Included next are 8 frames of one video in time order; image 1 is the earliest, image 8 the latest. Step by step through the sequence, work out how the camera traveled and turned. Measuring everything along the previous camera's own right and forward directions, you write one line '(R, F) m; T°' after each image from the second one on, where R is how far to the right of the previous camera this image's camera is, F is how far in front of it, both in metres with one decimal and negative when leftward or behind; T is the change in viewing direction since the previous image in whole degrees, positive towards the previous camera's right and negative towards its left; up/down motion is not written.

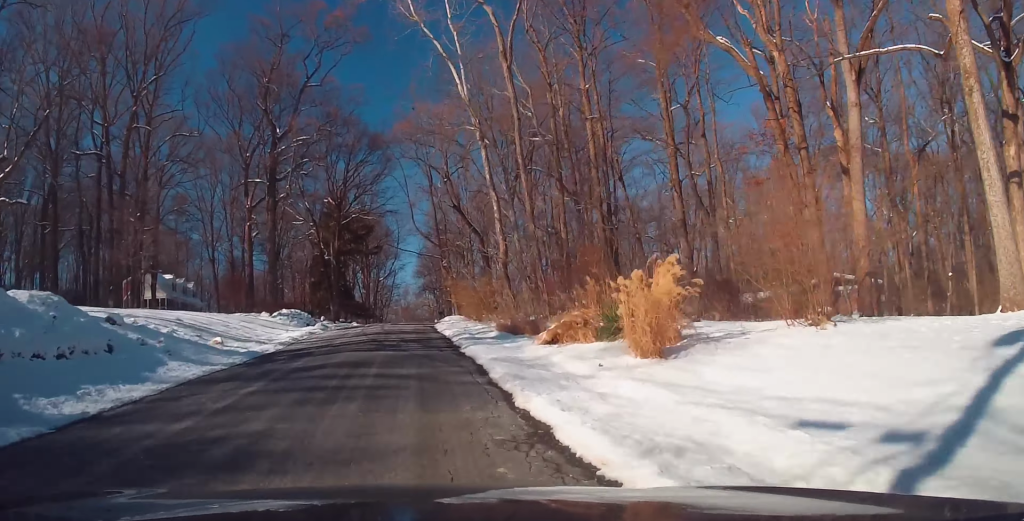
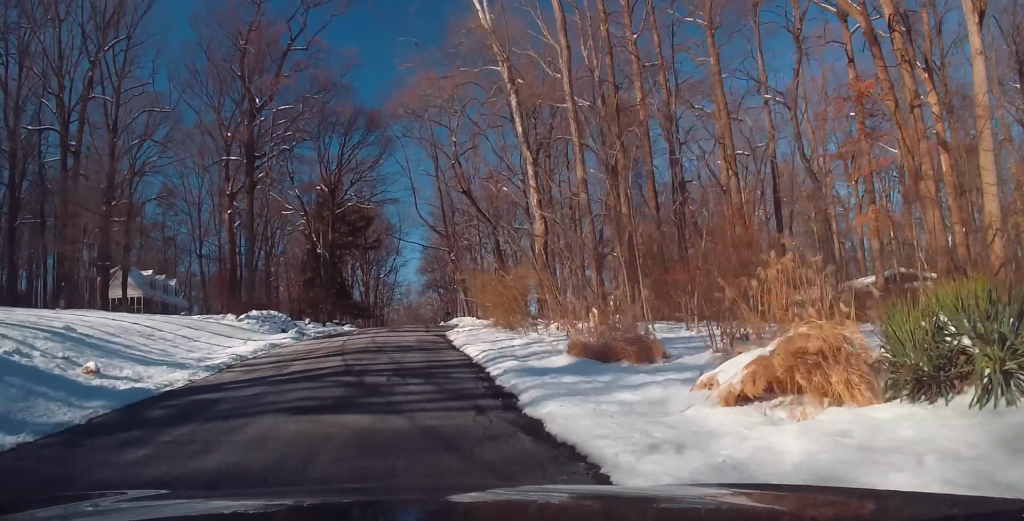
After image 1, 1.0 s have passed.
(-0.3, +9.7) m; -1°
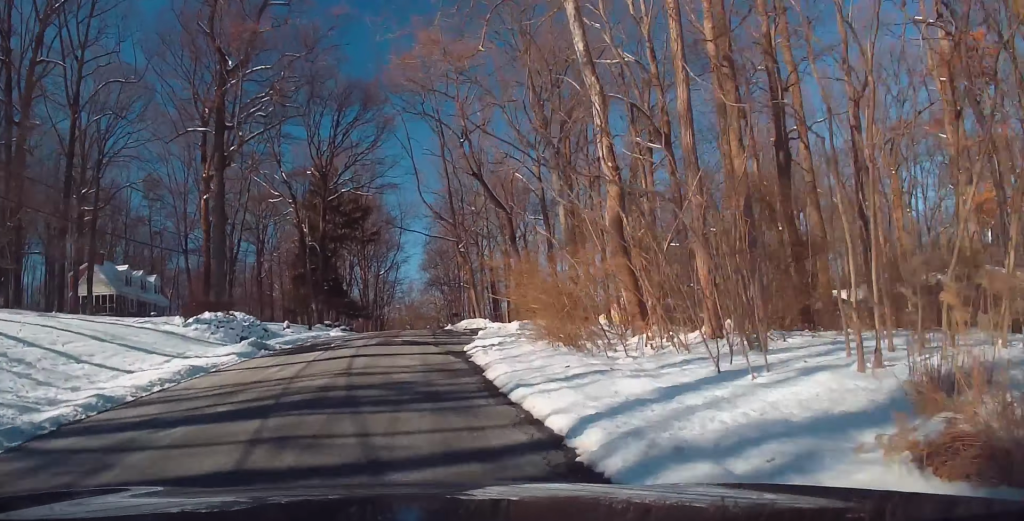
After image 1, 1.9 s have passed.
(-0.1, +9.0) m; -1°
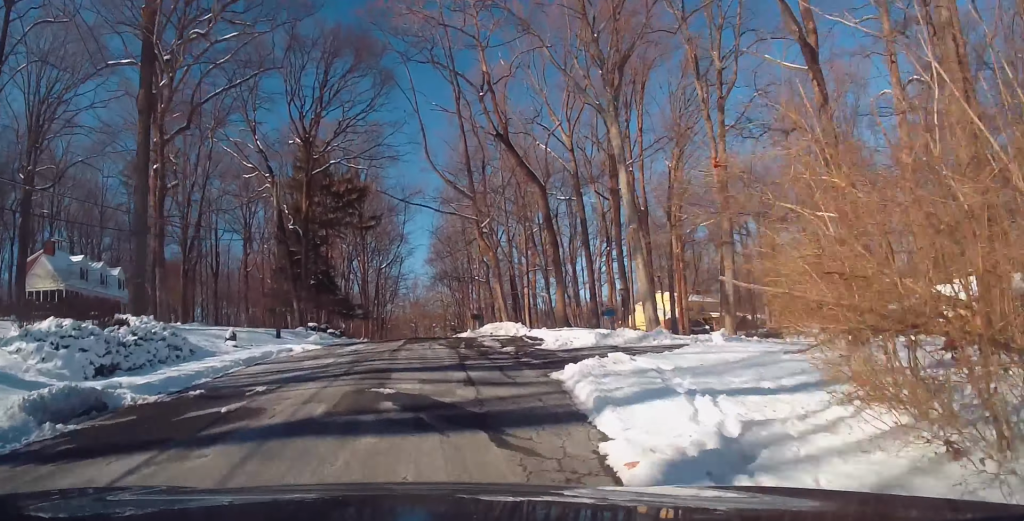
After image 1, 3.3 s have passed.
(+0.1, +13.3) m; -1°
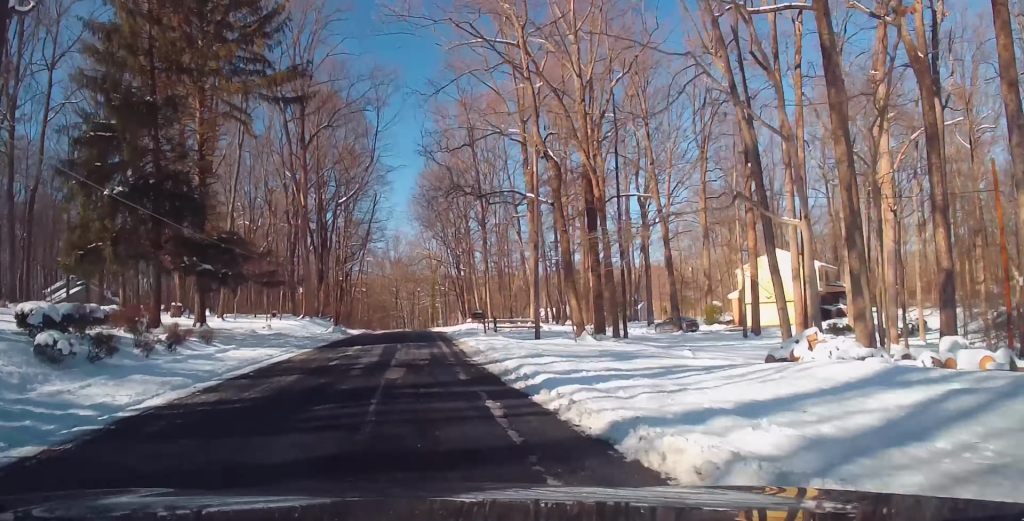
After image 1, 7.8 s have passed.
(+1.0, +41.7) m; +4°
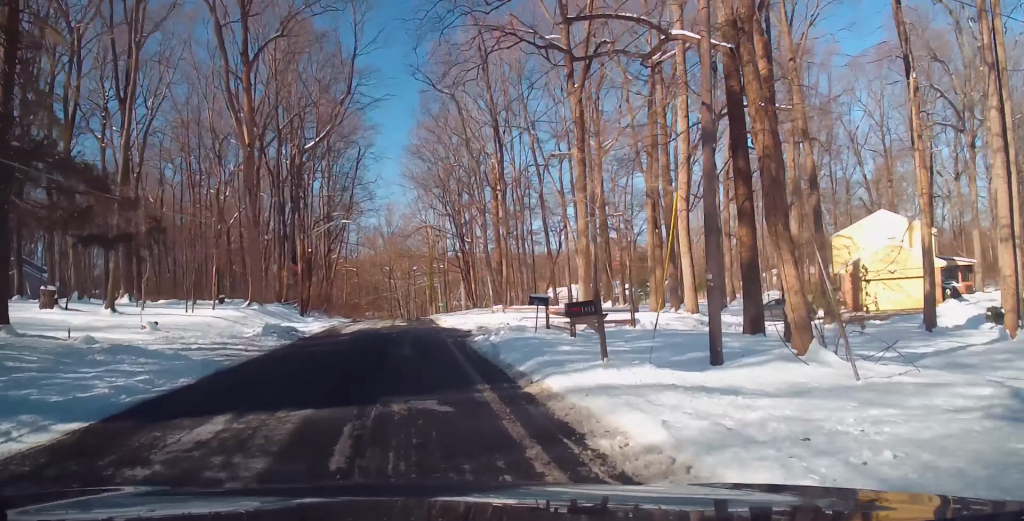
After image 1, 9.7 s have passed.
(-0.2, +17.5) m; -1°
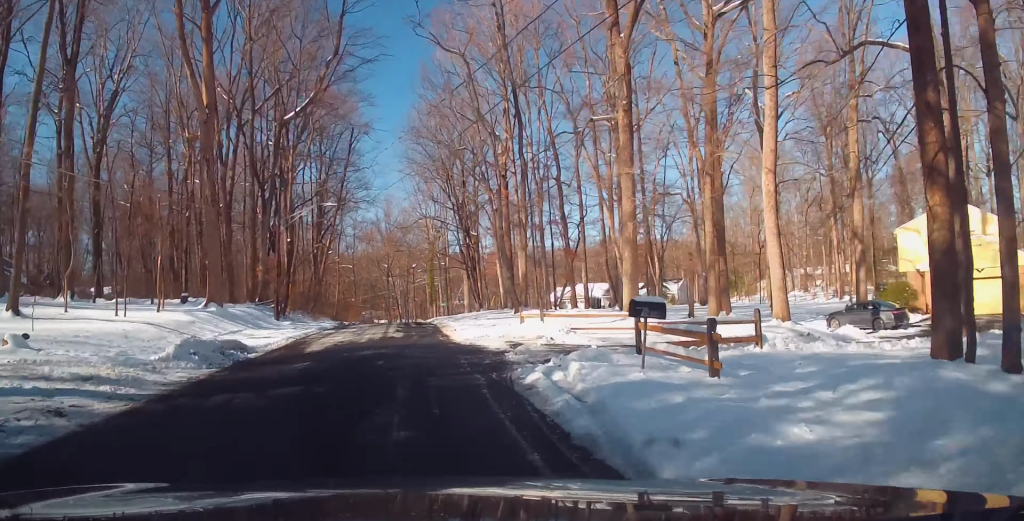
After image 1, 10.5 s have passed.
(-0.1, +8.1) m; -1°
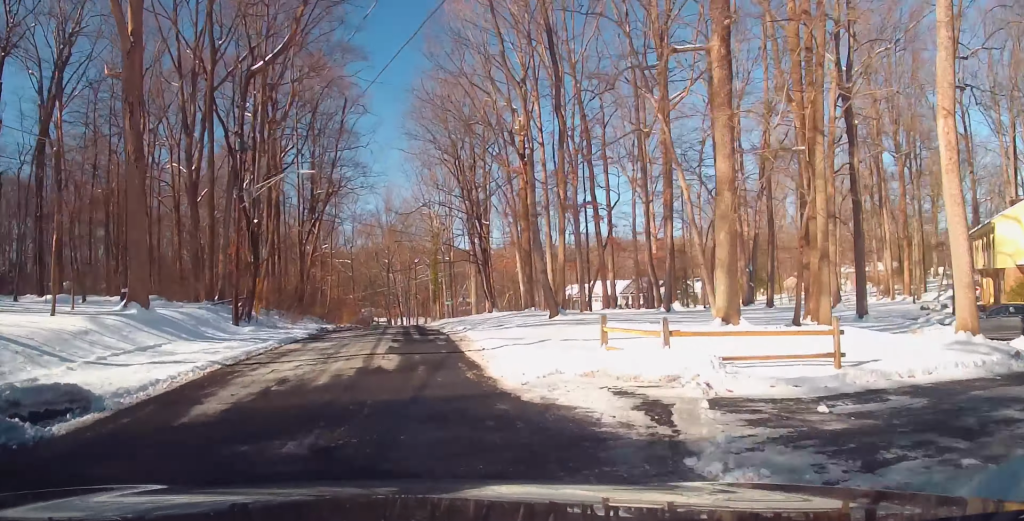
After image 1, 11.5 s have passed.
(0.0, +9.3) m; -1°
